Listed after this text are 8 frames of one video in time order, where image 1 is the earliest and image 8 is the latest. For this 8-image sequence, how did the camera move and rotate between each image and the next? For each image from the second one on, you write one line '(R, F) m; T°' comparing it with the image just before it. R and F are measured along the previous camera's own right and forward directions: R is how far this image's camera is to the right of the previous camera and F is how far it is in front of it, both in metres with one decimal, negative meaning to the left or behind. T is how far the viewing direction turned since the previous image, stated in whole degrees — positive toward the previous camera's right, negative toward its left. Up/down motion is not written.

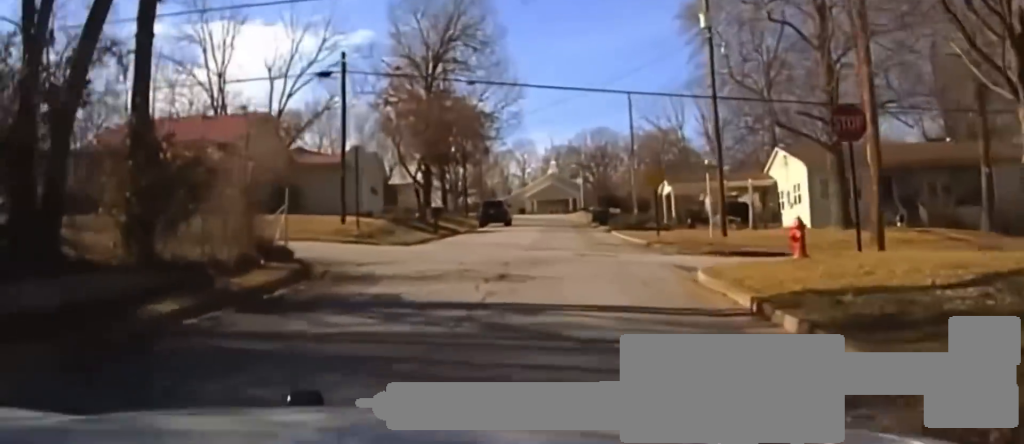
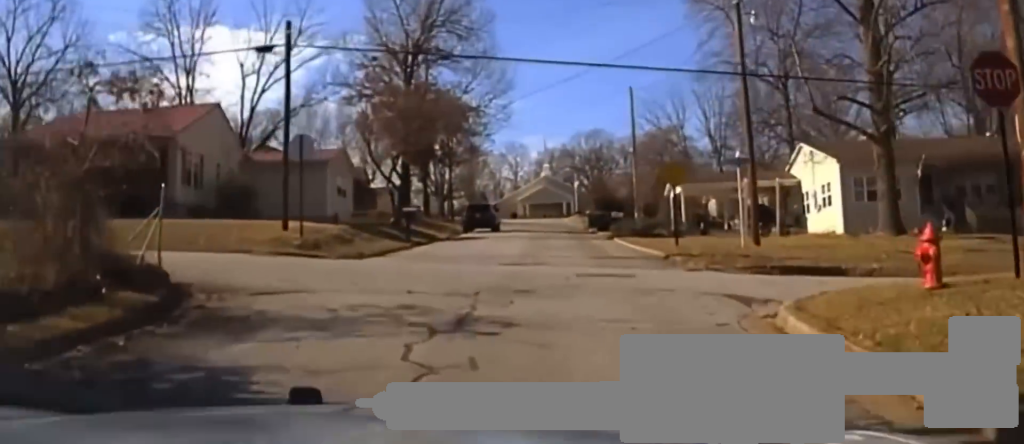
(-0.1, +6.0) m; +1°
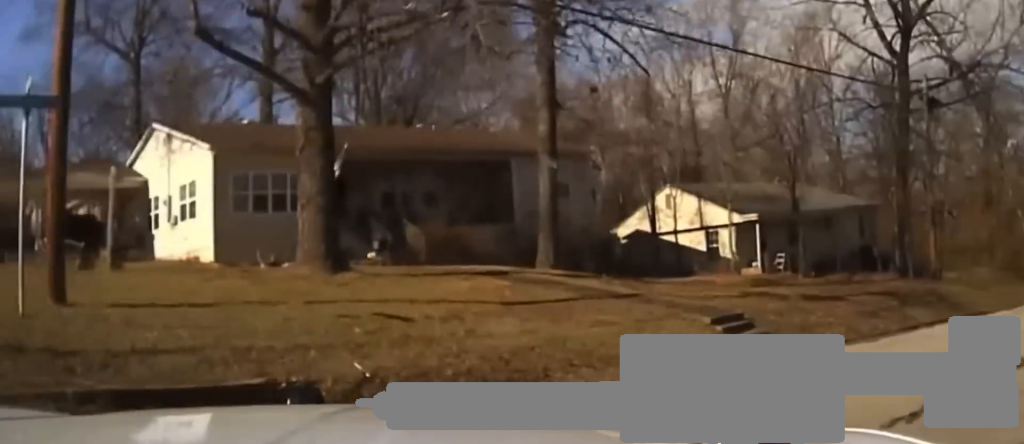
(+4.3, +21.0) m; +52°
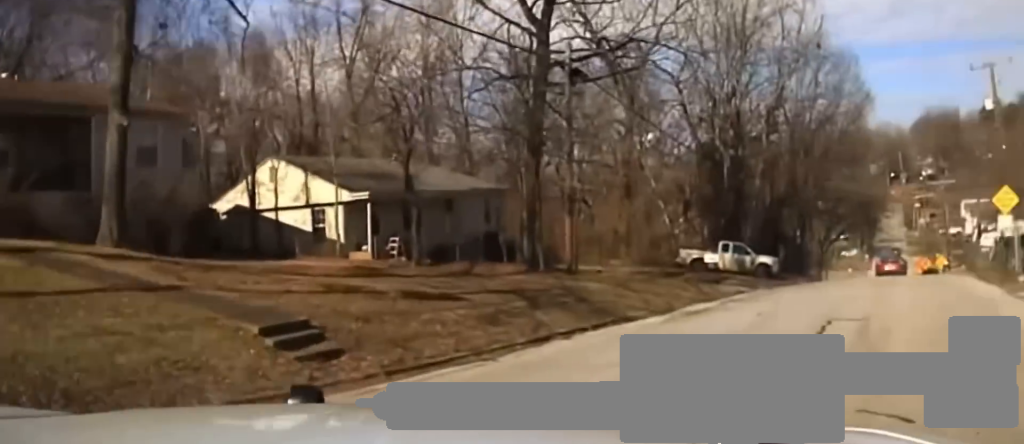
(+2.6, +4.8) m; +18°
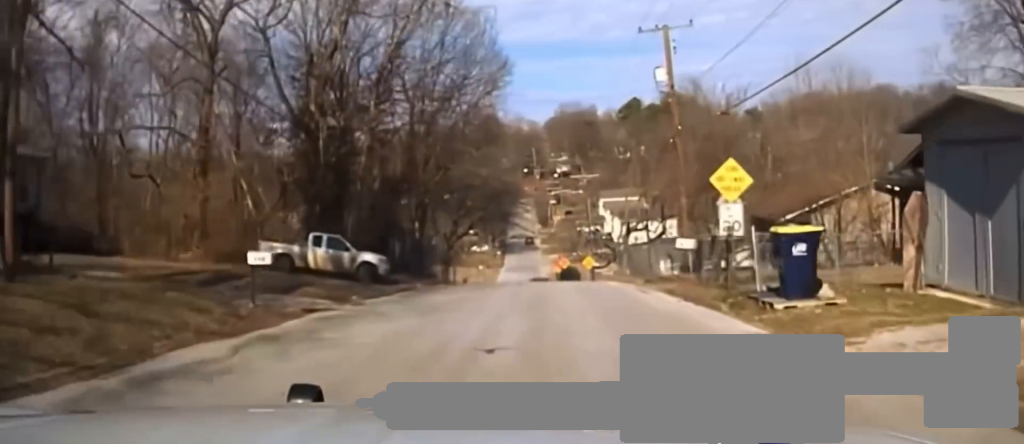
(+2.6, +9.8) m; +17°
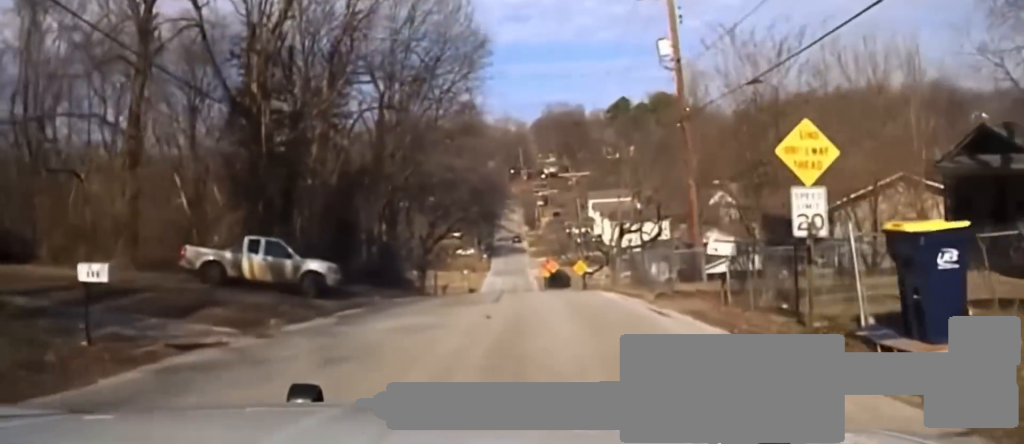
(+0.2, +4.7) m; +2°
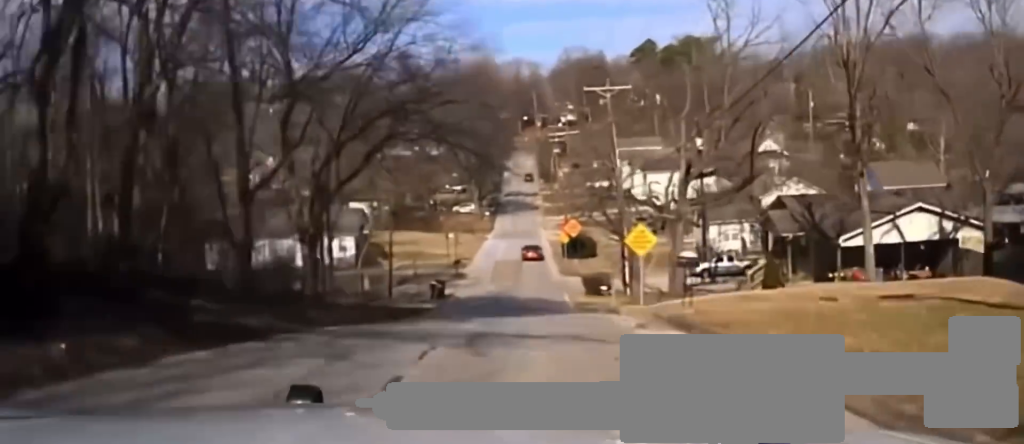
(0.0, +28.7) m; 0°
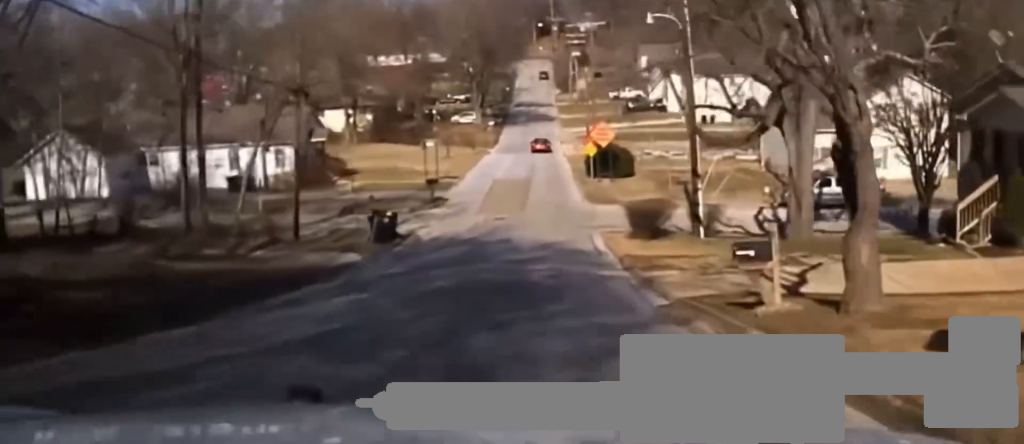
(-0.2, +23.5) m; -1°
